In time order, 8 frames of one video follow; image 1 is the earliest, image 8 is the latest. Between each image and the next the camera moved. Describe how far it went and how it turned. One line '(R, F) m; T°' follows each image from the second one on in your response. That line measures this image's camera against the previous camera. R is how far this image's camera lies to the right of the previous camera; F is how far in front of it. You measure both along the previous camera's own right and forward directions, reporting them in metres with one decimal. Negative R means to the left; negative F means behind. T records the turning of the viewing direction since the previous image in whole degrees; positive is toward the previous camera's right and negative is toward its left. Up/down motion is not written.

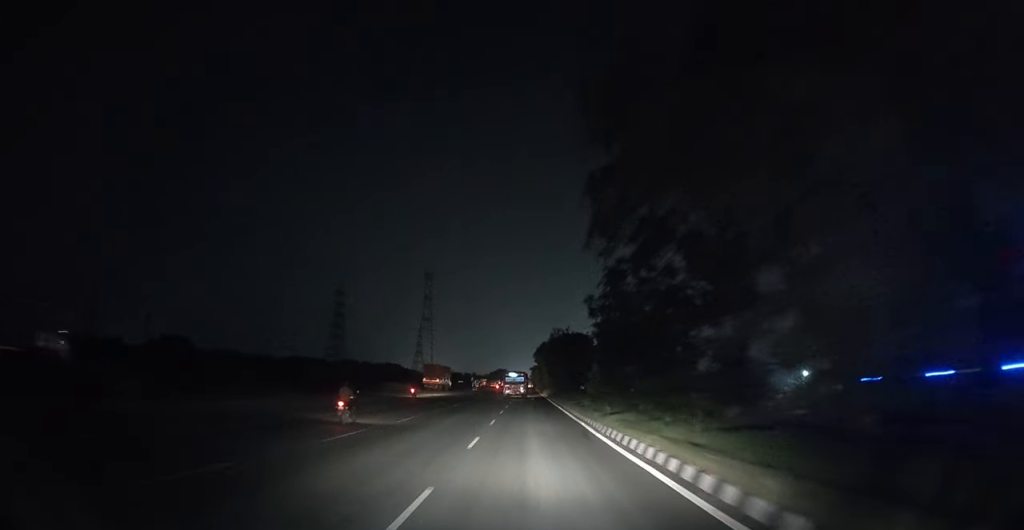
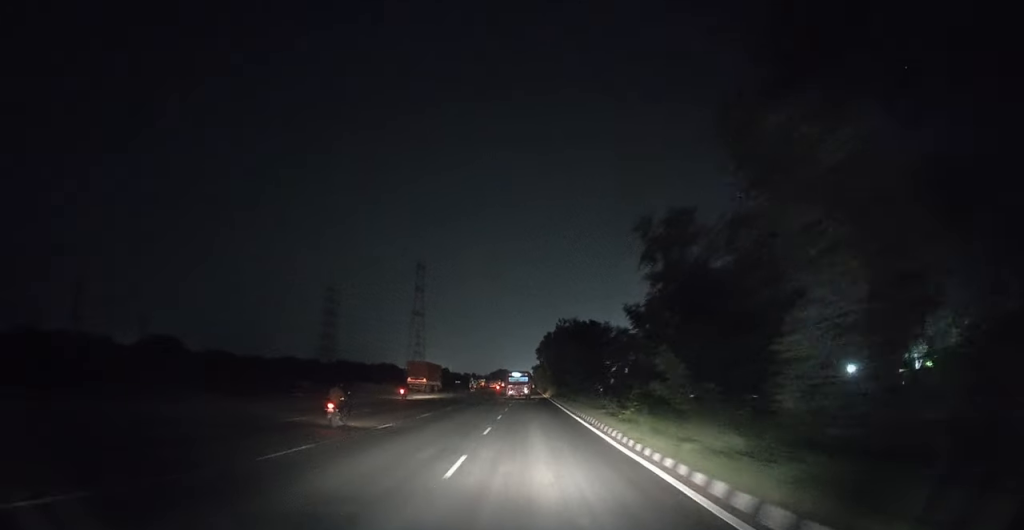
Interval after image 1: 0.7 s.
(-0.1, +14.1) m; 0°
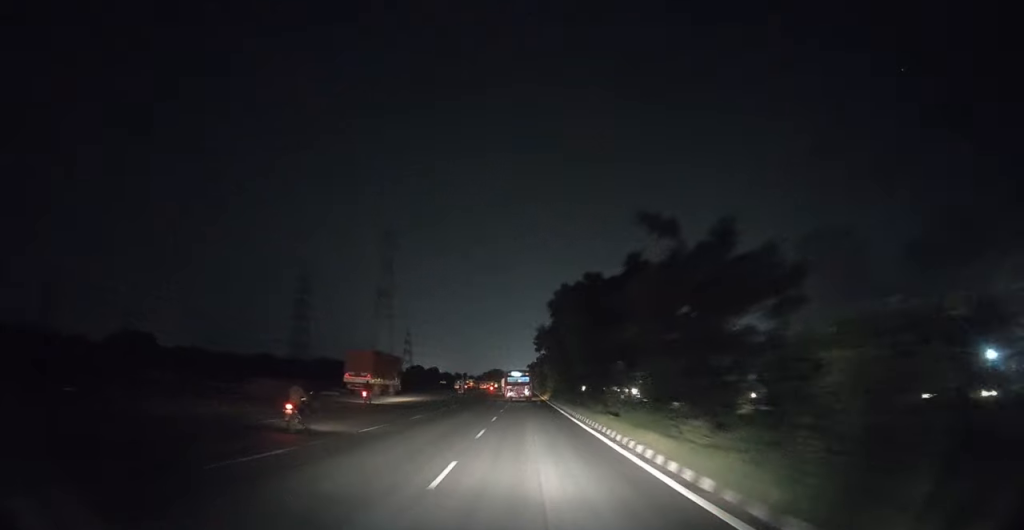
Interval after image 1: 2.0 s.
(+0.1, +28.5) m; 0°
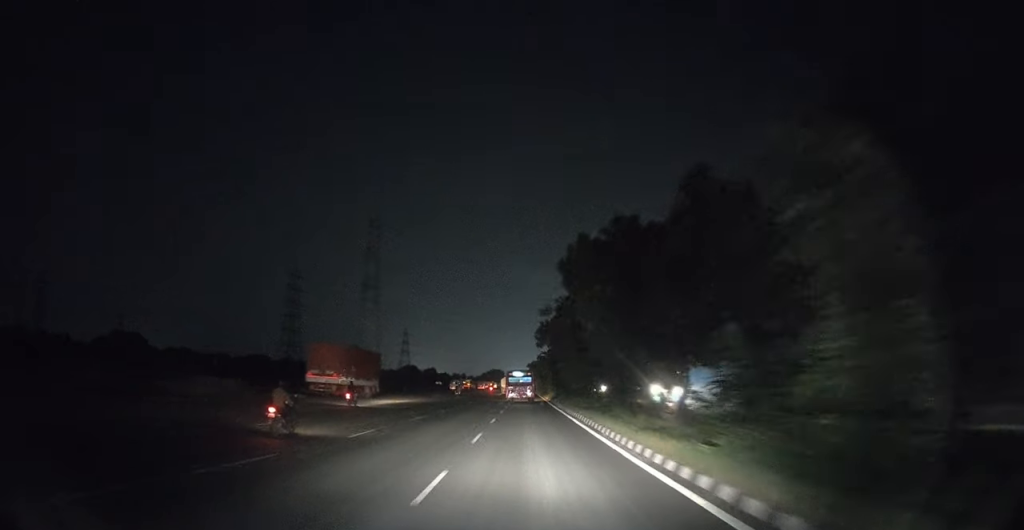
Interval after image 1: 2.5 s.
(0.0, +10.3) m; 0°
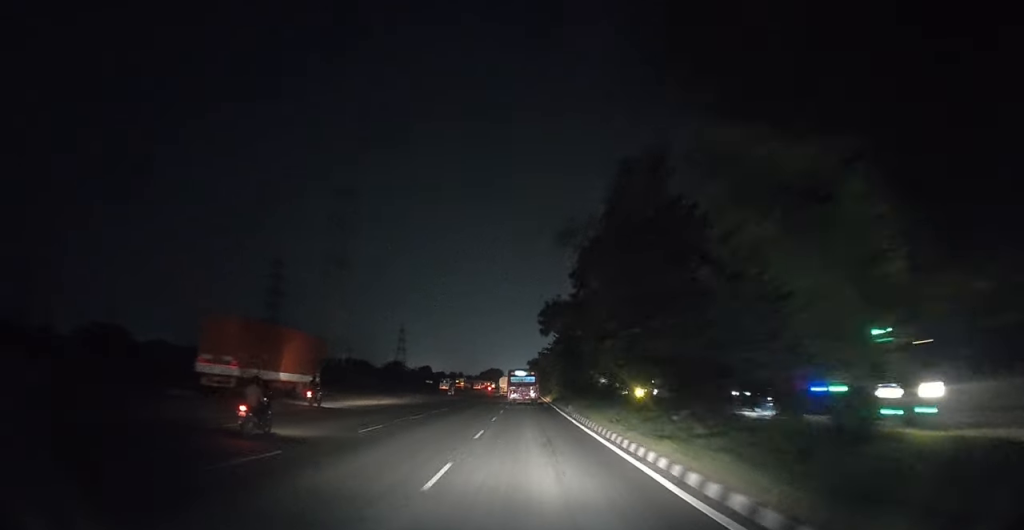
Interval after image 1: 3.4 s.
(0.0, +17.1) m; +1°
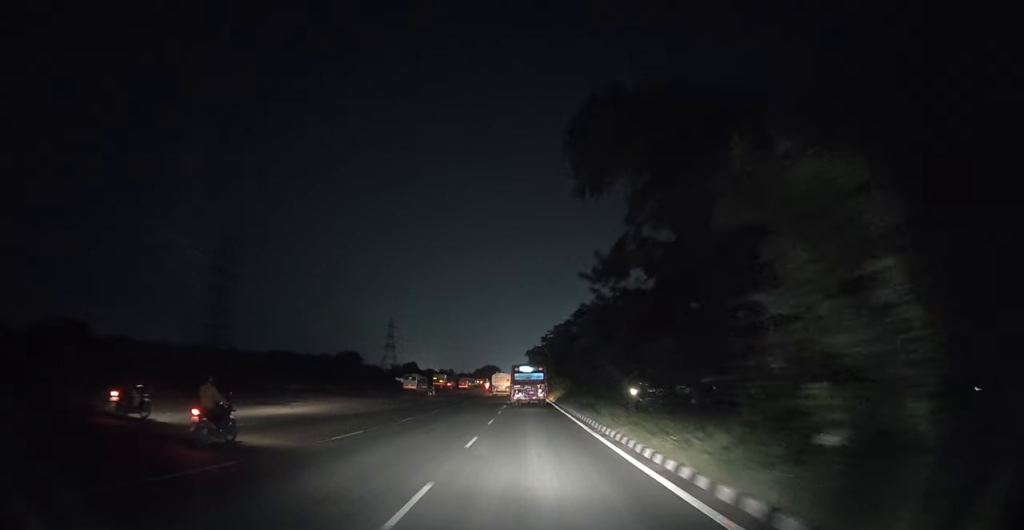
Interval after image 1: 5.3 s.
(+0.1, +38.8) m; -1°
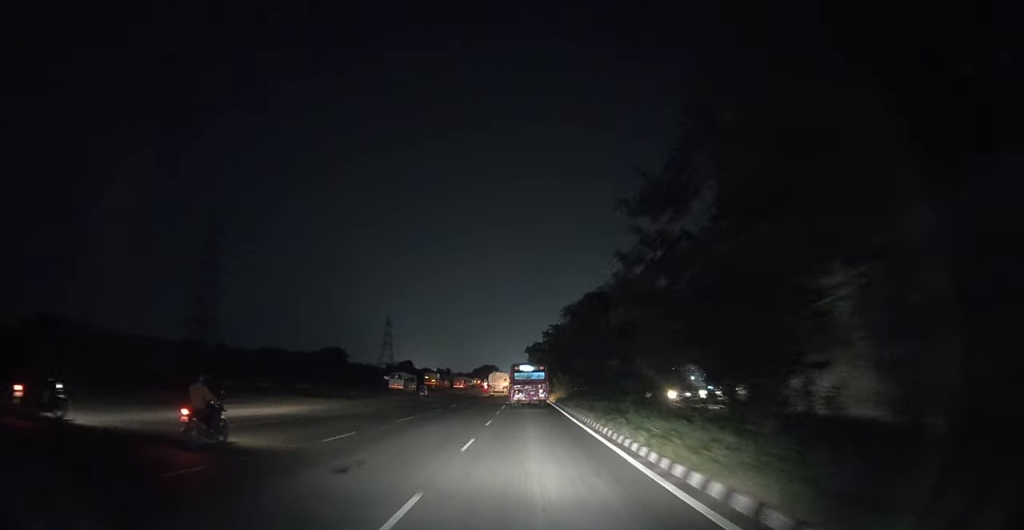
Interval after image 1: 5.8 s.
(-0.2, +9.8) m; +1°
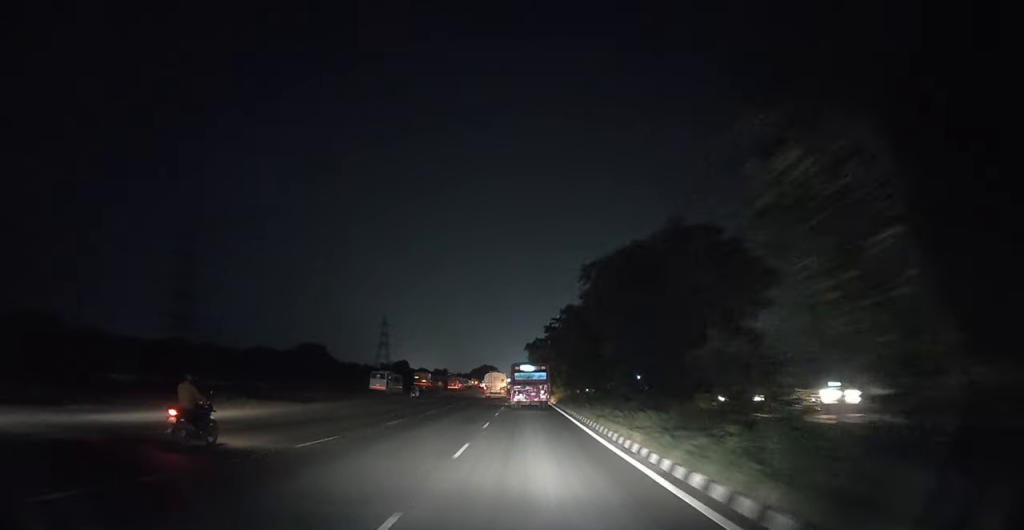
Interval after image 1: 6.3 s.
(-0.1, +10.4) m; +1°
